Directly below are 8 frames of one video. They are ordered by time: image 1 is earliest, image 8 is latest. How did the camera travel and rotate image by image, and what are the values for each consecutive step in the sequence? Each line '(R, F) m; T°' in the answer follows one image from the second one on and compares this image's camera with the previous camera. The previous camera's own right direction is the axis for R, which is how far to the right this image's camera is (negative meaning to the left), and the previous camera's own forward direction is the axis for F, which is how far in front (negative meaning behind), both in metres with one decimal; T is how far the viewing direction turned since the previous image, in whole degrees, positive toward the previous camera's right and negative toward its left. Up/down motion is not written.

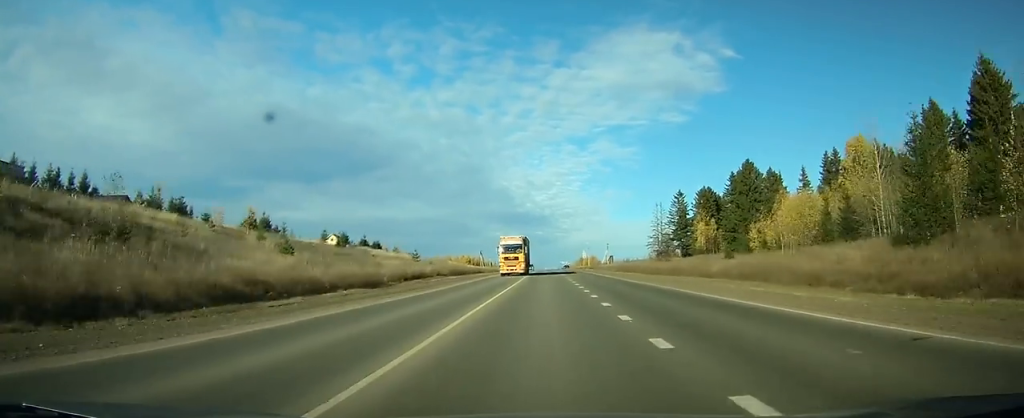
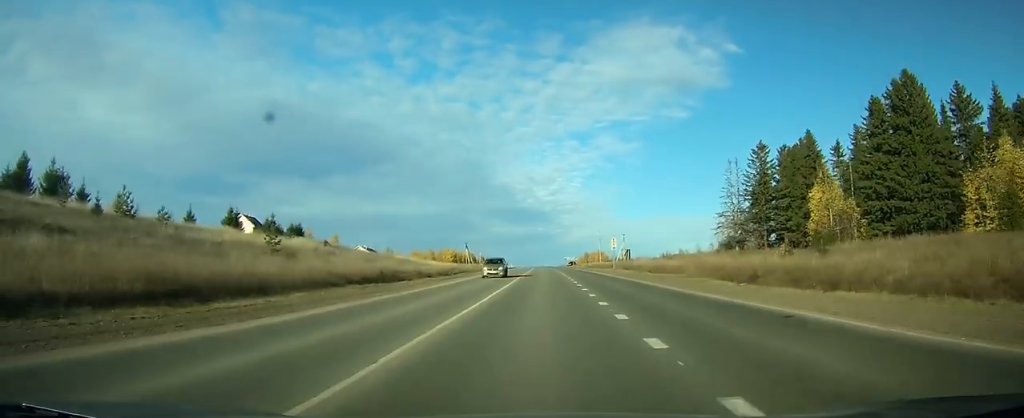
(+0.2, +55.5) m; 0°
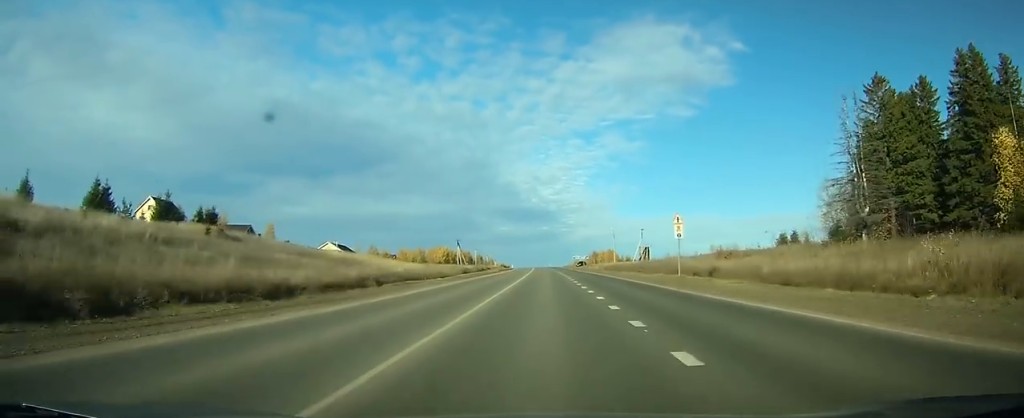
(0.0, +33.4) m; 0°
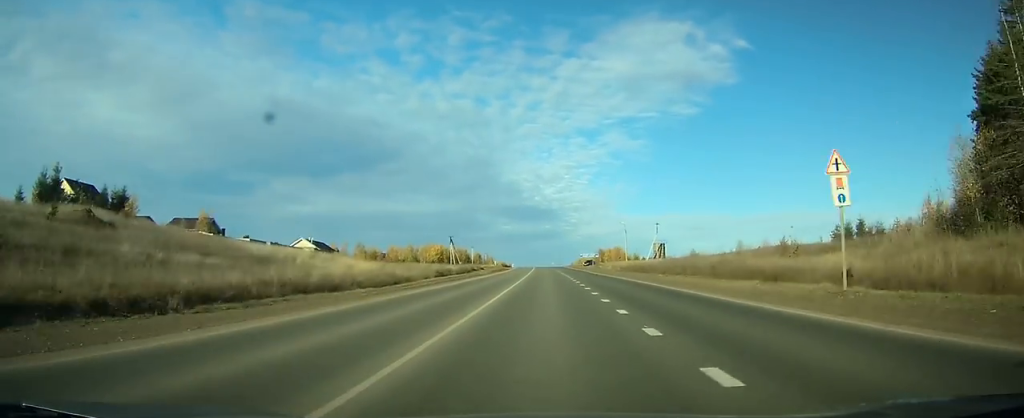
(0.0, +21.2) m; 0°
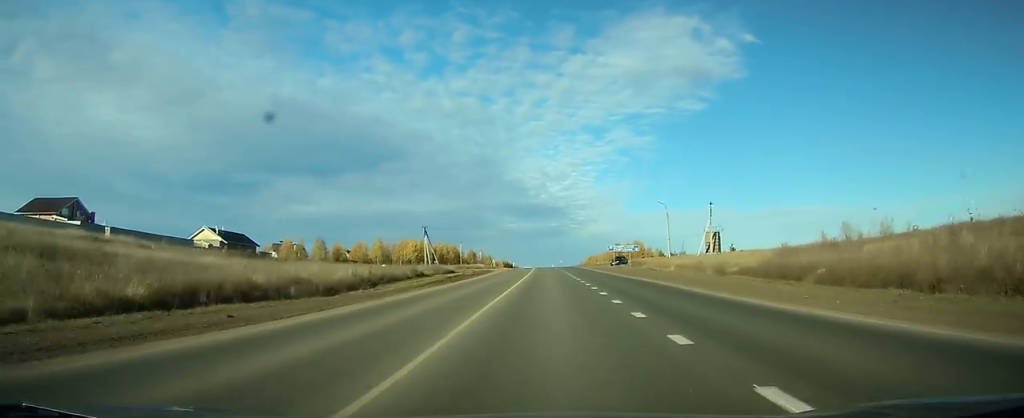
(-0.1, +49.6) m; -1°
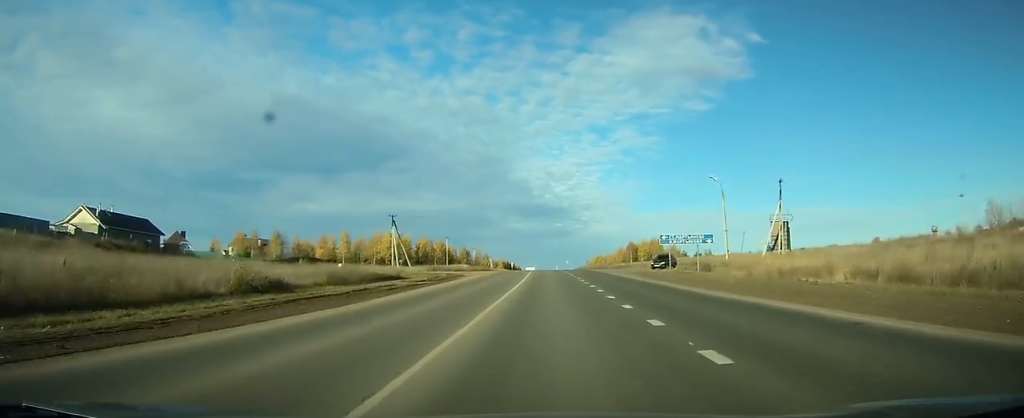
(-0.2, +33.9) m; 0°
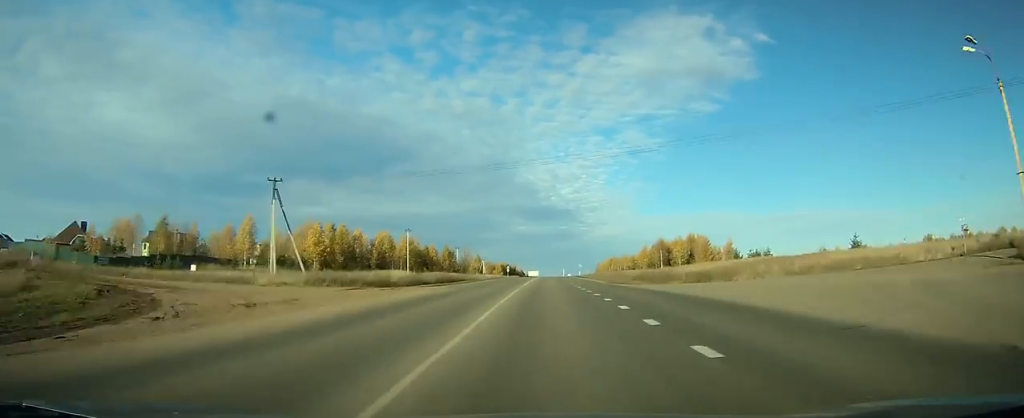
(-0.4, +51.9) m; -1°
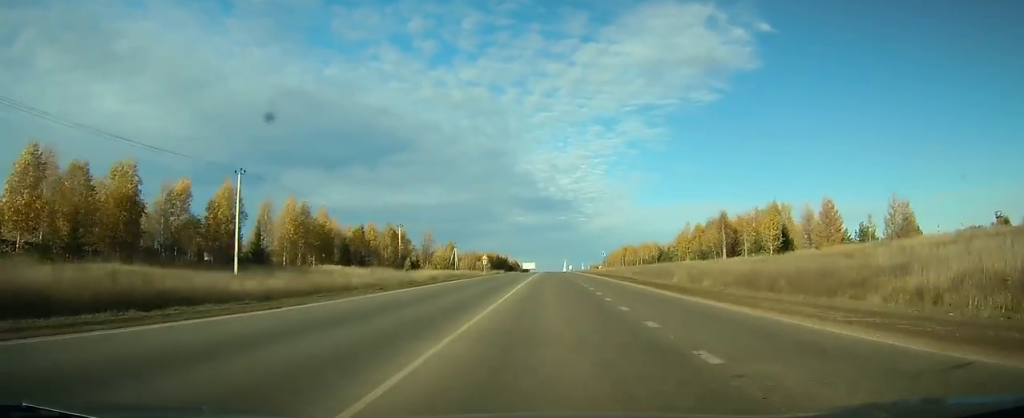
(-0.4, +65.0) m; 0°
